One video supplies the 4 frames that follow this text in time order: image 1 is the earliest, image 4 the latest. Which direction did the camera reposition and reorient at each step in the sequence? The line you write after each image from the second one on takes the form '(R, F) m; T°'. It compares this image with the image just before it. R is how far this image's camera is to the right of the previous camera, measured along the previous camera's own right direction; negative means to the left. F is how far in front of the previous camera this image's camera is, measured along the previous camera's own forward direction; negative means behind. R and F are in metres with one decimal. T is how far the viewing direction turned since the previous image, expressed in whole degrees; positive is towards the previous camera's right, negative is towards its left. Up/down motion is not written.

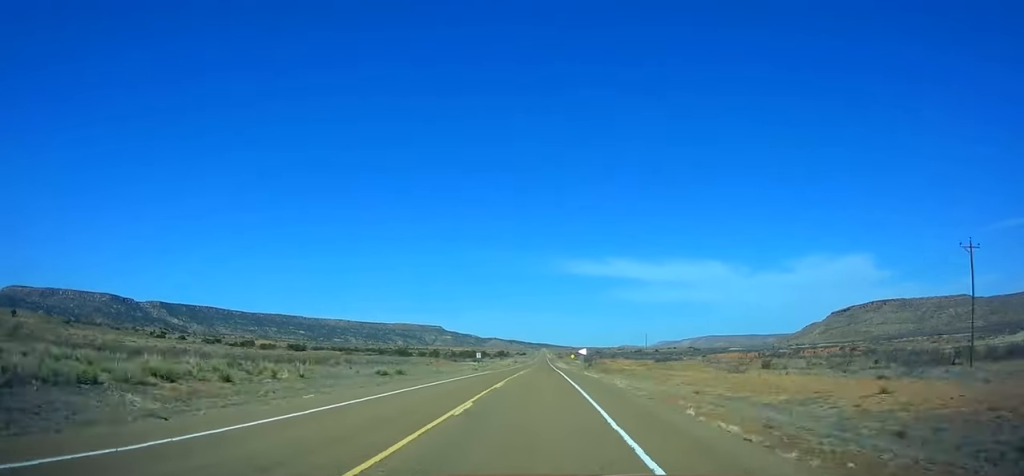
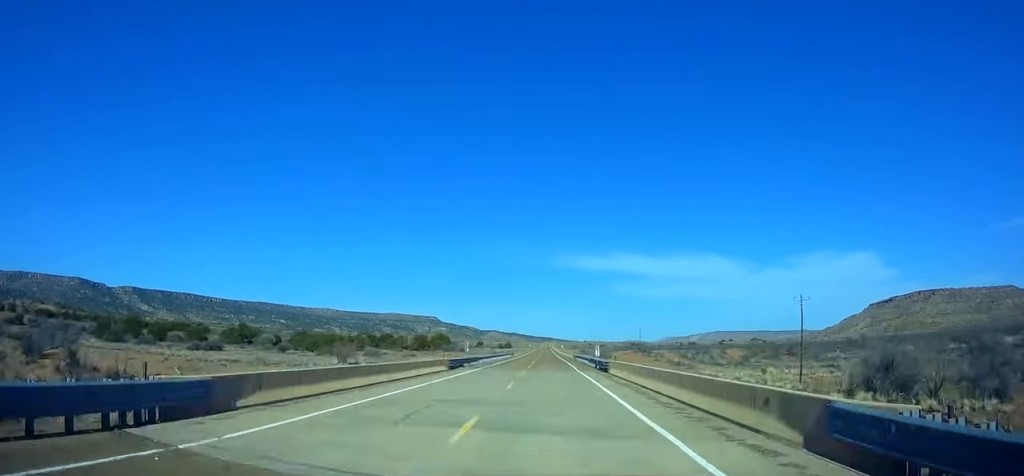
(+1.7, +377.3) m; +1°
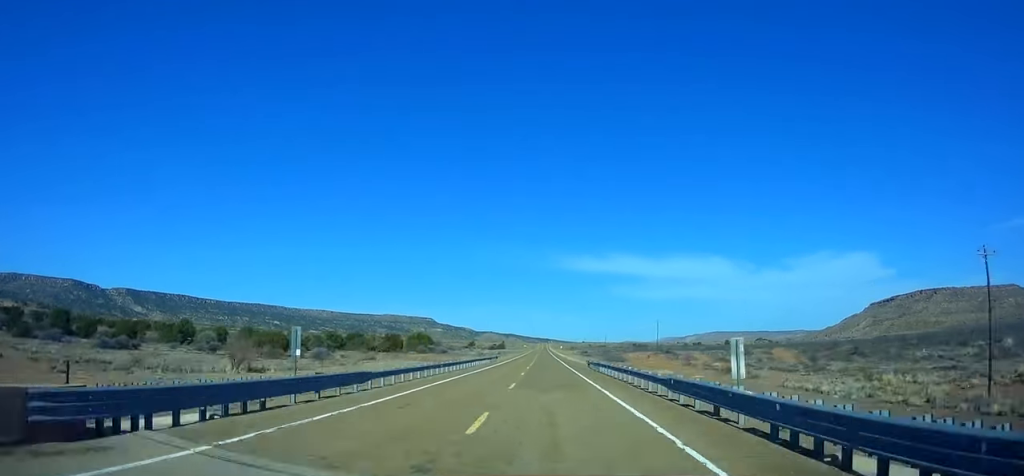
(-0.4, +35.6) m; 0°
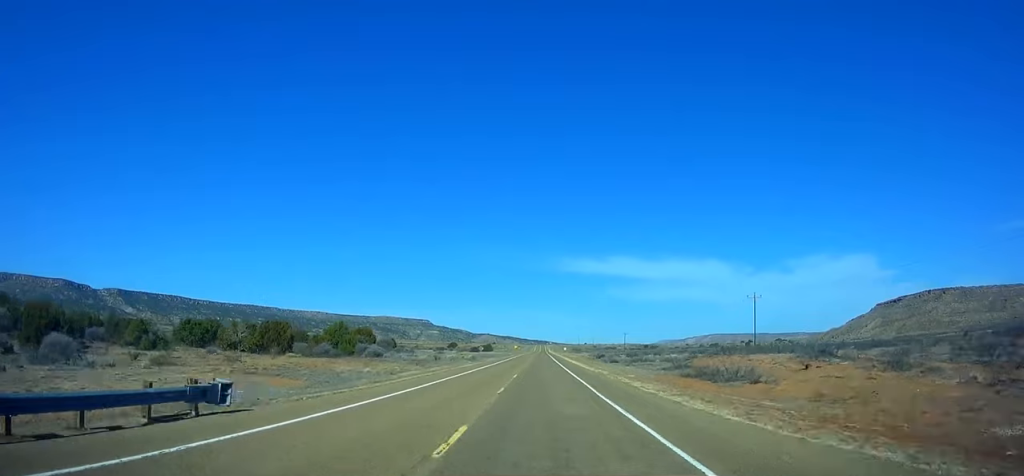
(-0.5, +76.9) m; 0°
